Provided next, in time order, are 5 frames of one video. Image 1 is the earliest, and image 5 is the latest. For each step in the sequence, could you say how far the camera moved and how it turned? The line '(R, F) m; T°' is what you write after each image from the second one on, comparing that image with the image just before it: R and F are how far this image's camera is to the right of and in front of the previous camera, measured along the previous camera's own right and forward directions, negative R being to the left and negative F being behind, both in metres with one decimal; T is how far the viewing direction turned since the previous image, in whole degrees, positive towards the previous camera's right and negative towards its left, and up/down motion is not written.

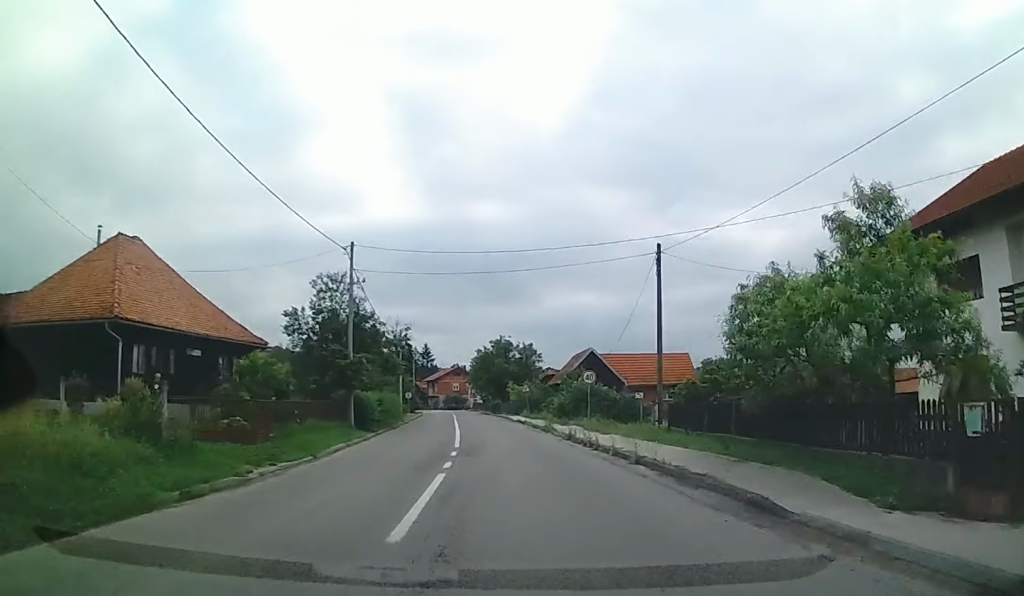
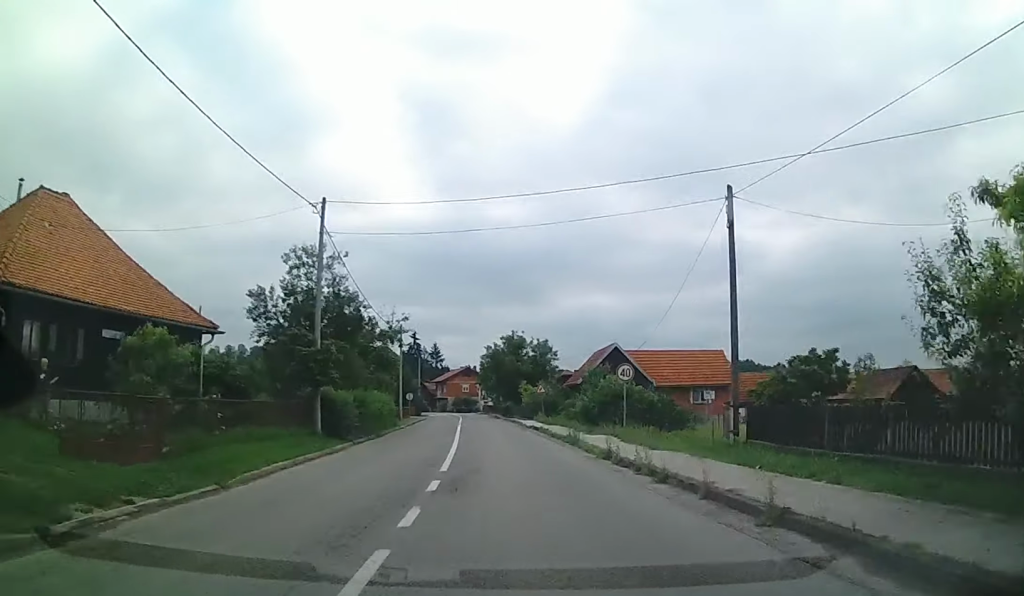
(-0.1, +6.6) m; 0°
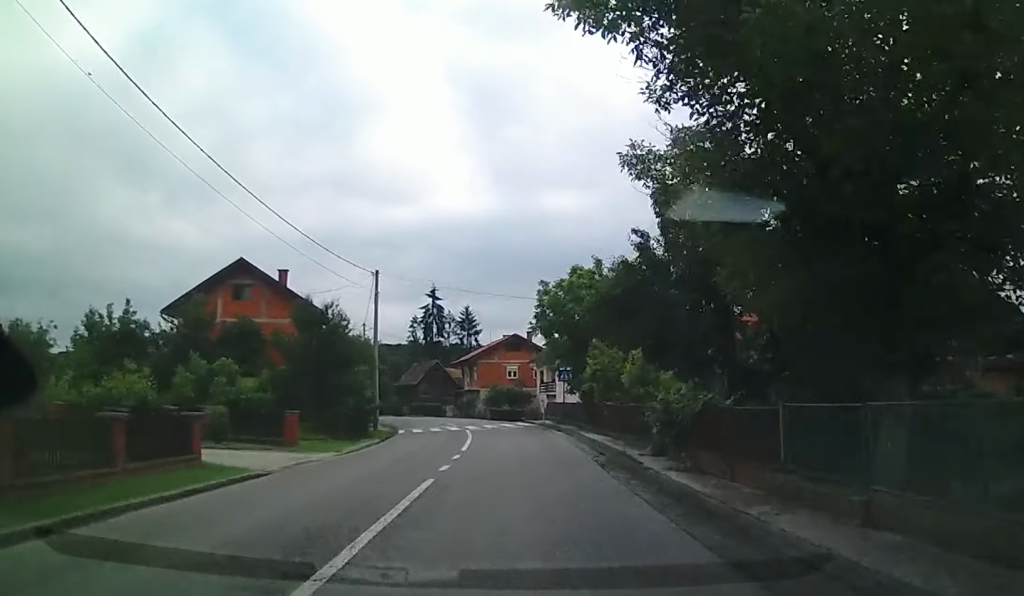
(-1.8, +58.8) m; -3°
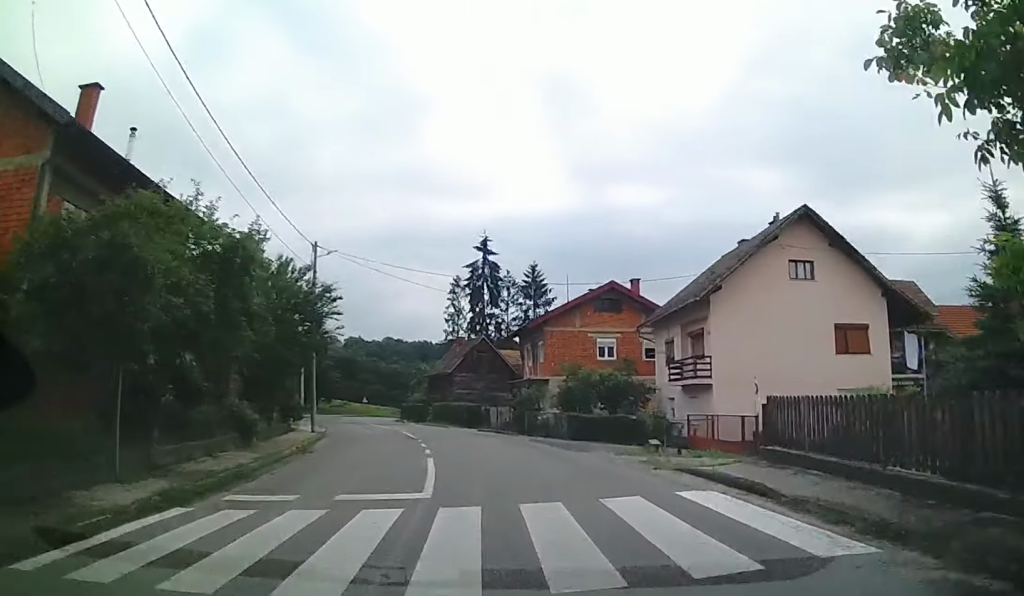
(-0.9, +31.0) m; -7°
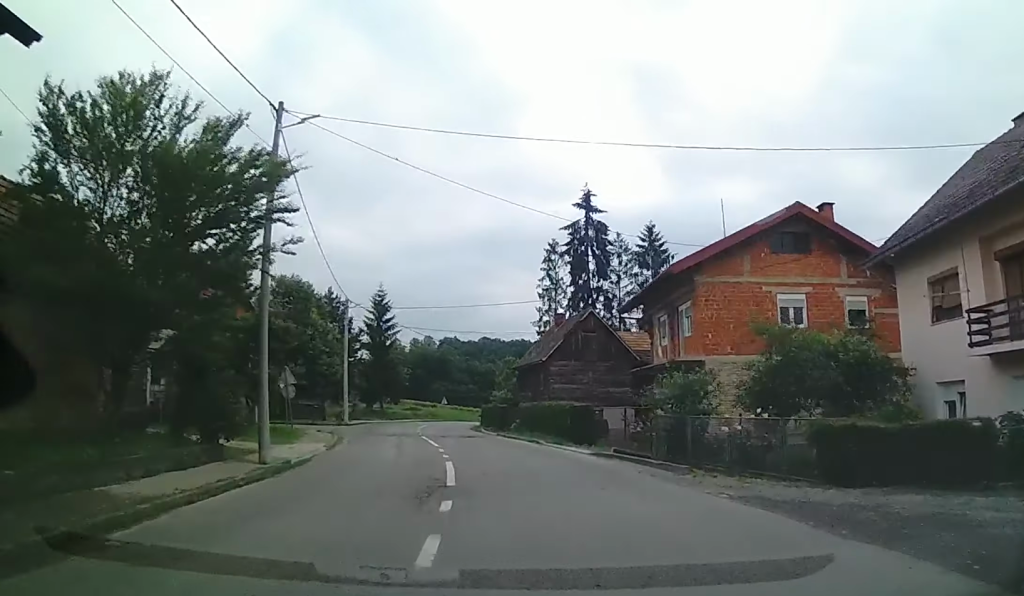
(-1.0, +15.4) m; -6°
